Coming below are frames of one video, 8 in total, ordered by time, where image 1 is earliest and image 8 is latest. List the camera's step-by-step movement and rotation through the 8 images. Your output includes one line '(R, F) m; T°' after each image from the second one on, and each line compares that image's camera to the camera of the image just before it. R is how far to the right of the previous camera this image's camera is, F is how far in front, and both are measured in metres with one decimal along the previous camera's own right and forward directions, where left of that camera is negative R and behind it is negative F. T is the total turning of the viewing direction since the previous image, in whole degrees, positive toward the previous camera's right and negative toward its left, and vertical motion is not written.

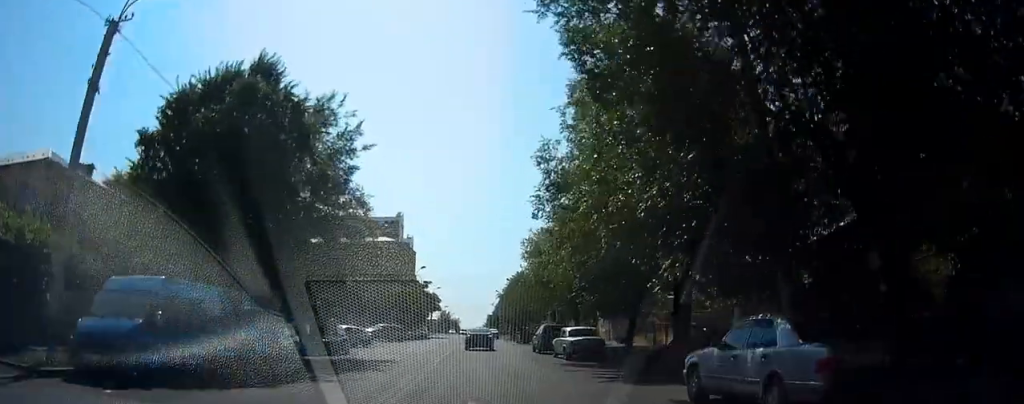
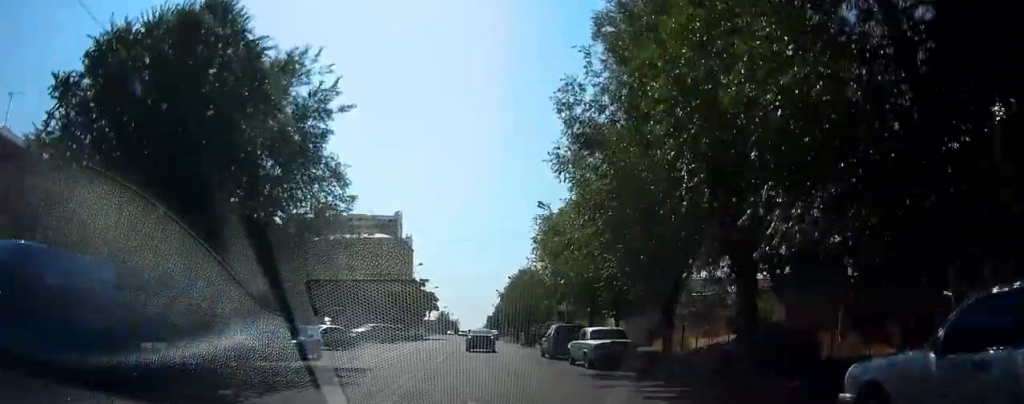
(-0.1, +4.8) m; -1°
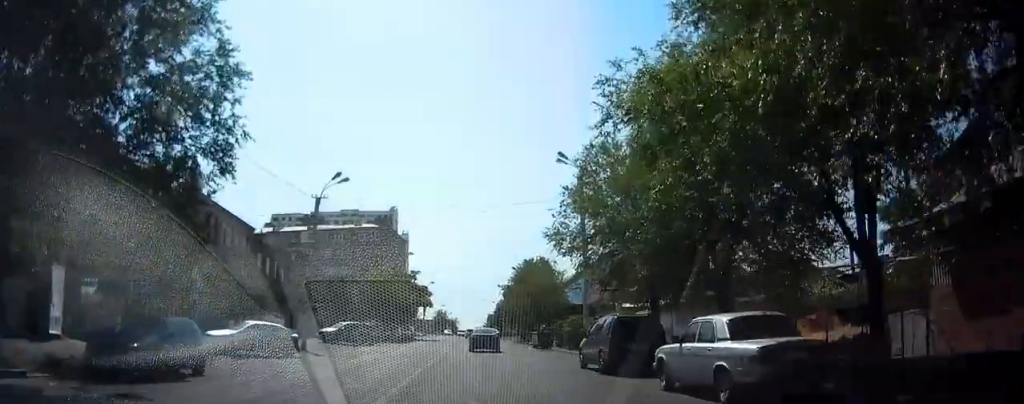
(-0.2, +11.3) m; -1°
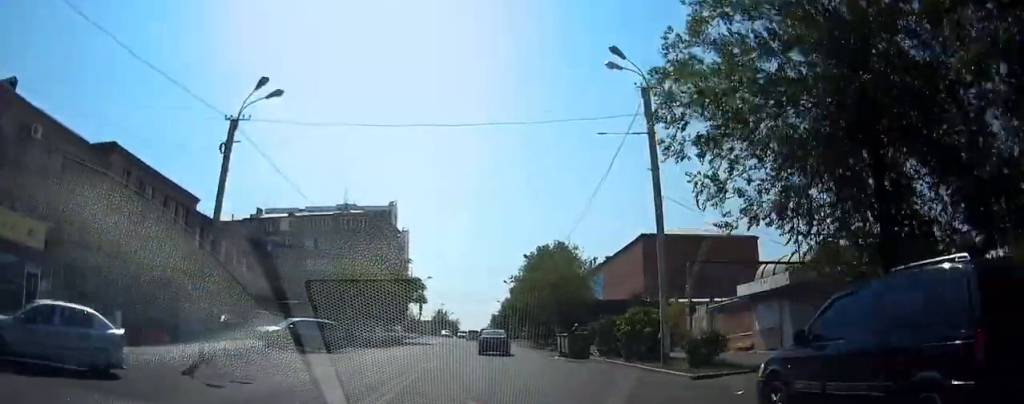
(0.0, +13.3) m; +3°
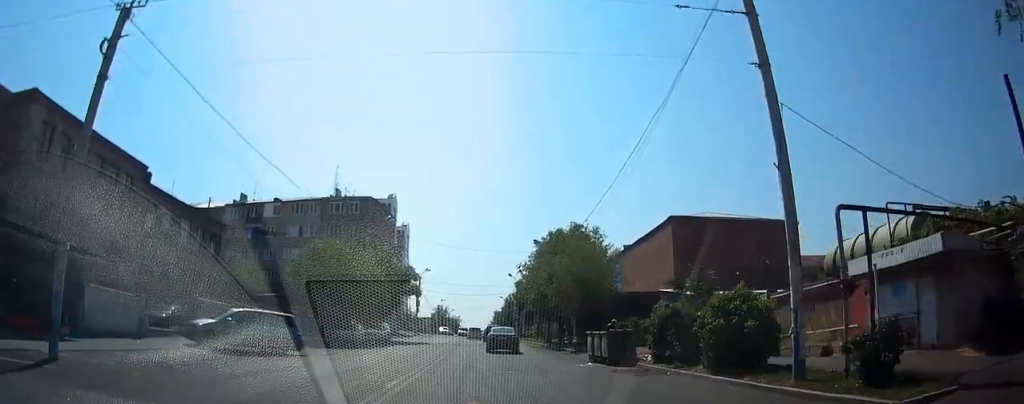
(+0.3, +8.9) m; +1°
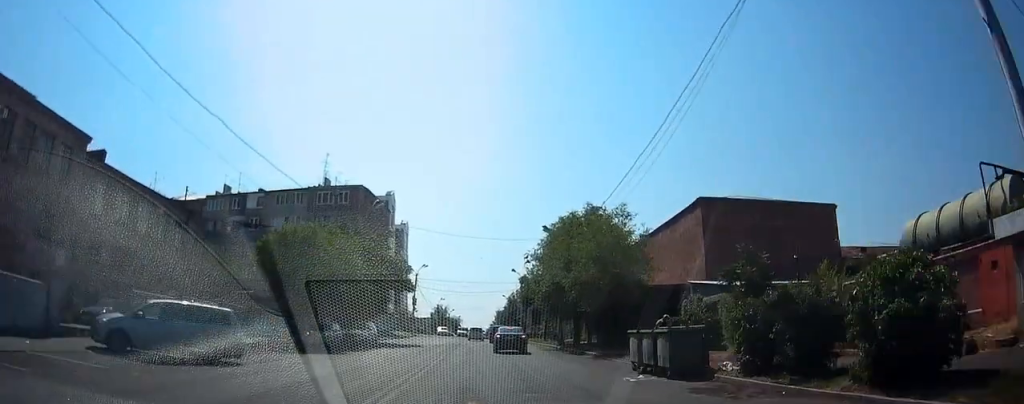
(+0.2, +7.1) m; 0°
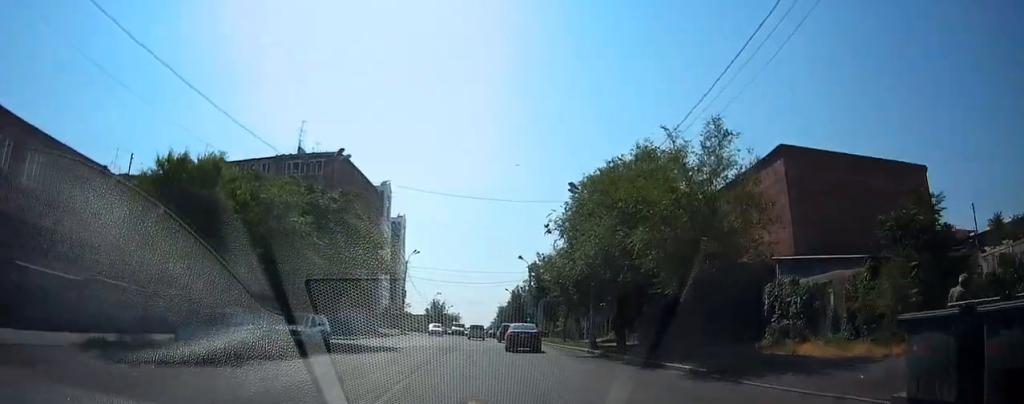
(-0.3, +13.0) m; +1°
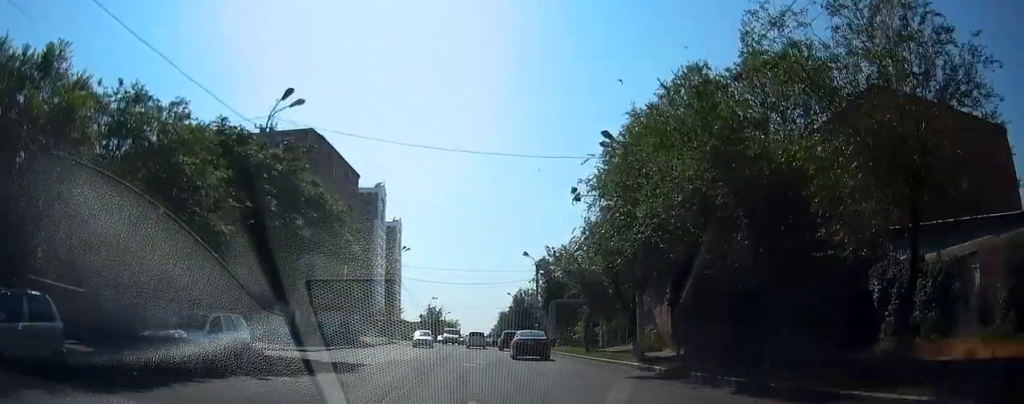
(+0.2, +10.3) m; +1°
